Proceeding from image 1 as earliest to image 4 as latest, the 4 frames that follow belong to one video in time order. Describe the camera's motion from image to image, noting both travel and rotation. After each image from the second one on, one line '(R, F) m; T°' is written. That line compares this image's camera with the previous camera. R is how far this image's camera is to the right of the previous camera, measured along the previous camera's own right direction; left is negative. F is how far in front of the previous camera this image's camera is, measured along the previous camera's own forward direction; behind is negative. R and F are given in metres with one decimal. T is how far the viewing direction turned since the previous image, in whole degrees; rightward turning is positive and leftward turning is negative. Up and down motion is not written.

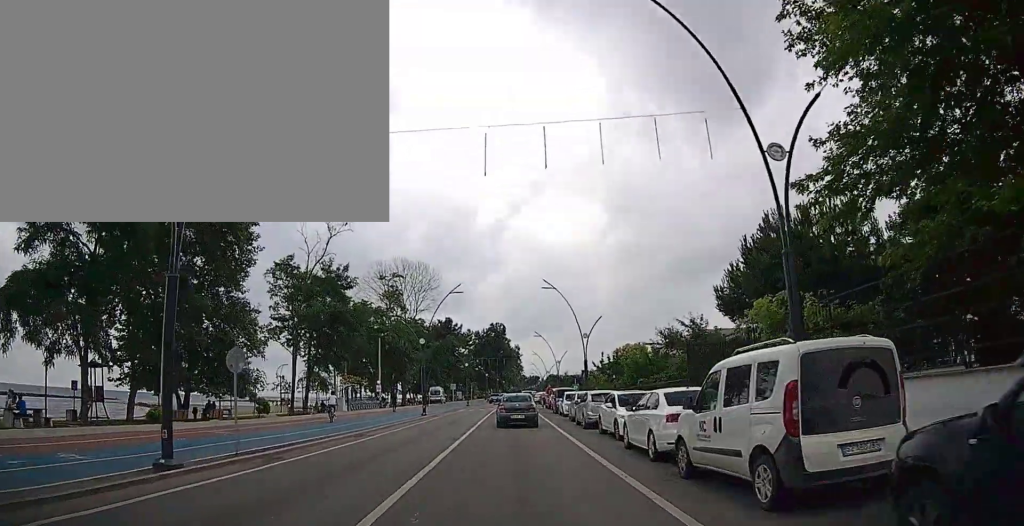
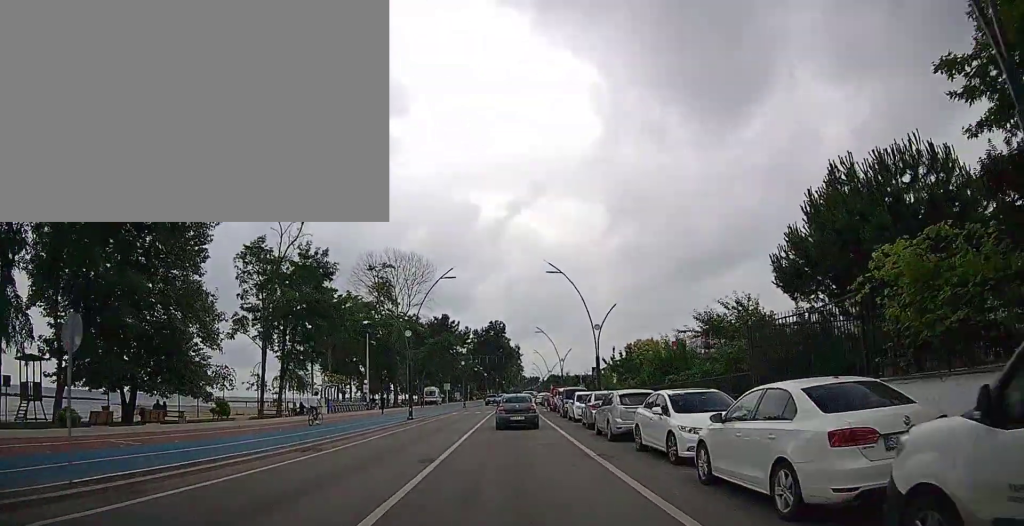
(0.0, +5.6) m; -1°
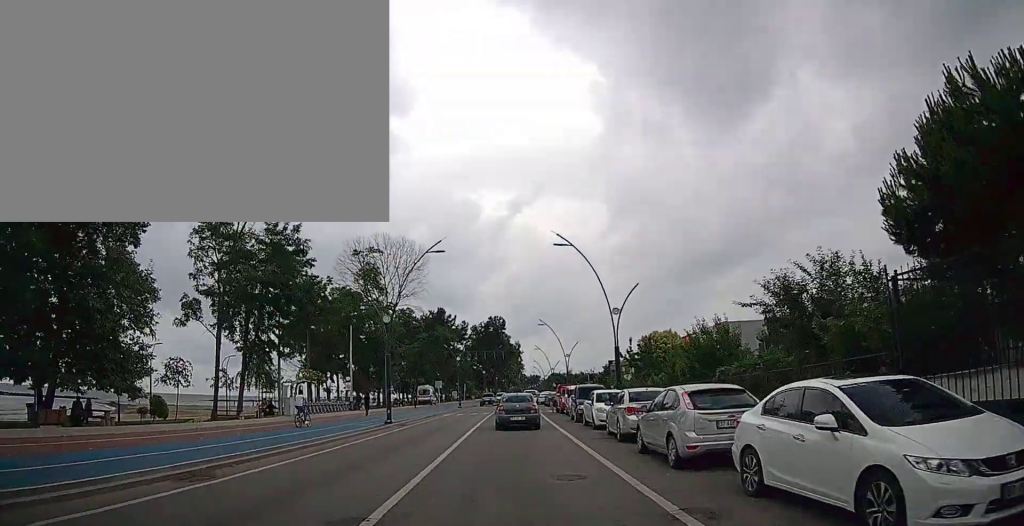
(-0.1, +6.3) m; 0°
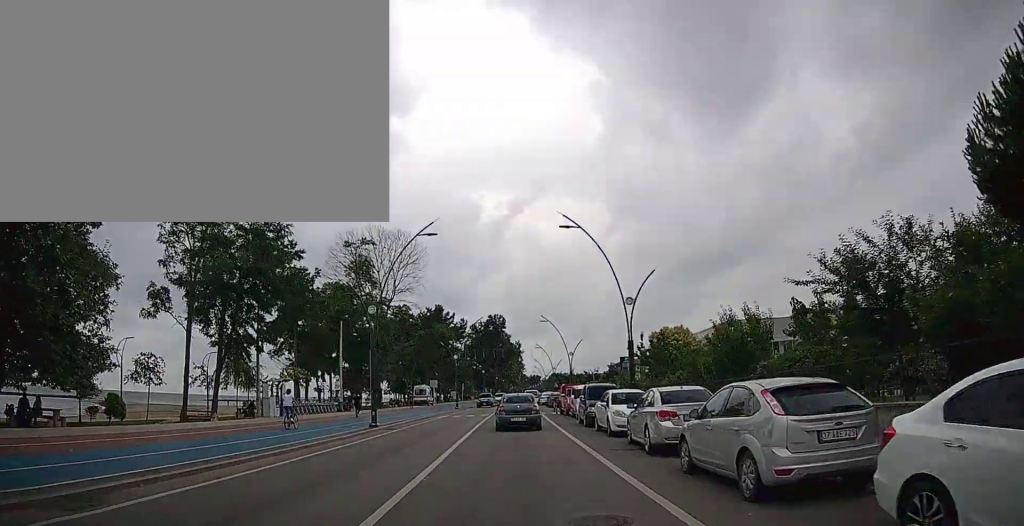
(-0.1, +3.3) m; 0°
